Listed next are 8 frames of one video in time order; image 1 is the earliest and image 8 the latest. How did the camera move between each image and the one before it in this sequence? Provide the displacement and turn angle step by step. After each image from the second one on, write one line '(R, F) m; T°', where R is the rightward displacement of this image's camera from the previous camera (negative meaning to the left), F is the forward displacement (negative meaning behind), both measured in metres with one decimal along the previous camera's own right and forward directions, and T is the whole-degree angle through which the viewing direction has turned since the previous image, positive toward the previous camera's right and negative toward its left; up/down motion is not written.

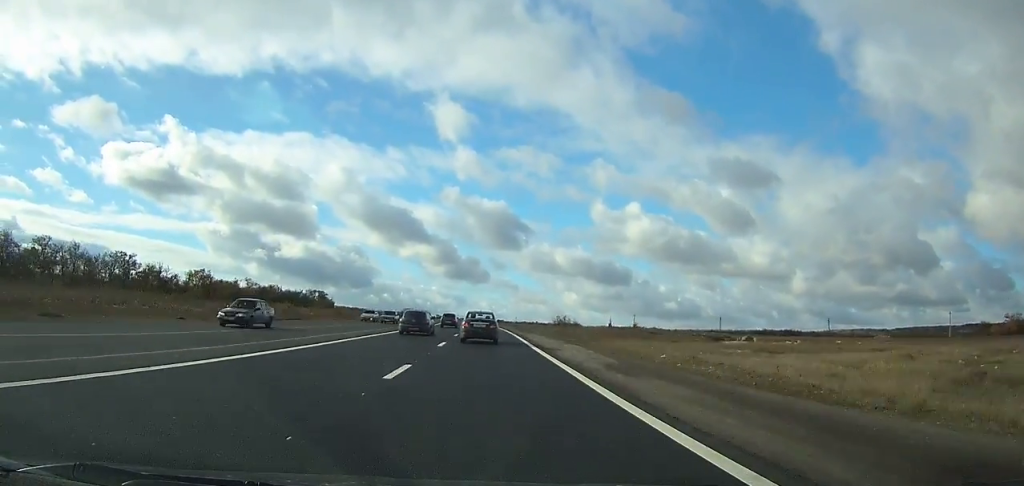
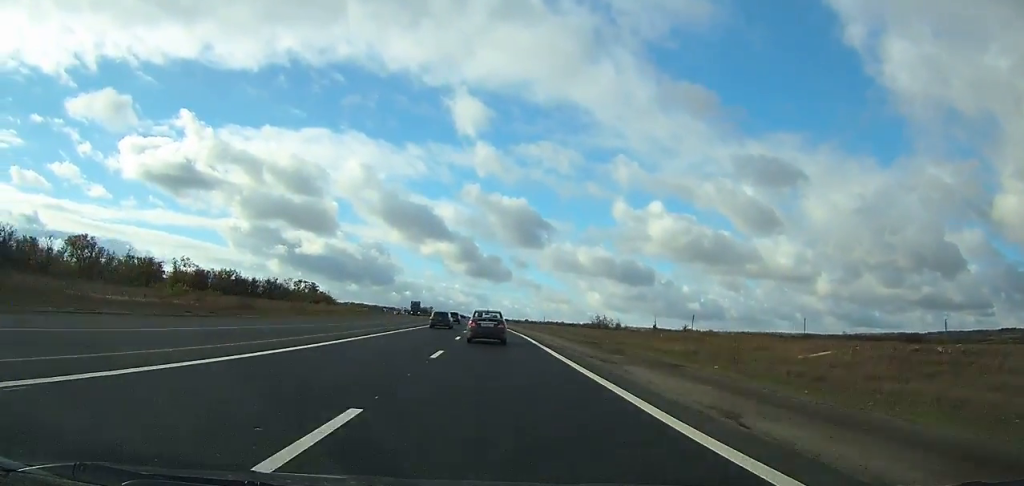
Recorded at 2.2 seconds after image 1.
(-0.9, +54.6) m; -2°
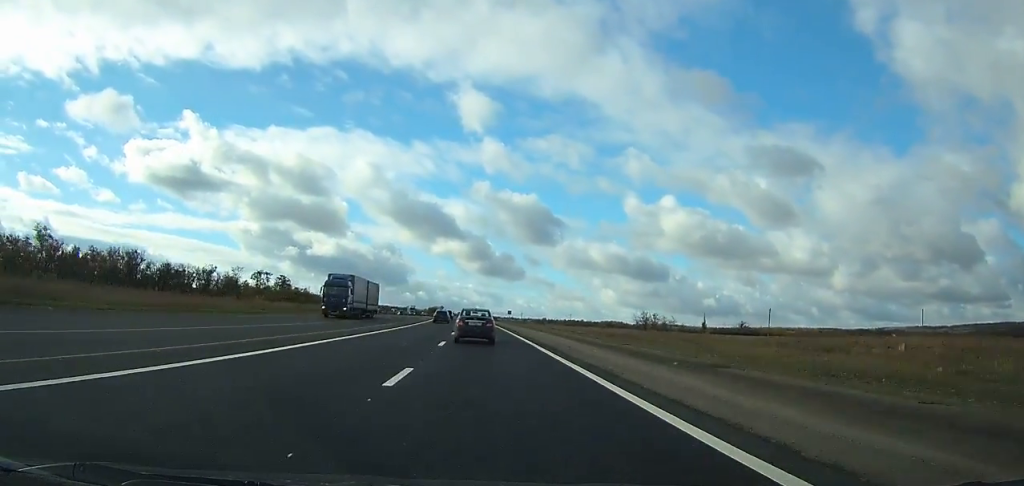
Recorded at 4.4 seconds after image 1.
(-0.8, +54.5) m; -2°
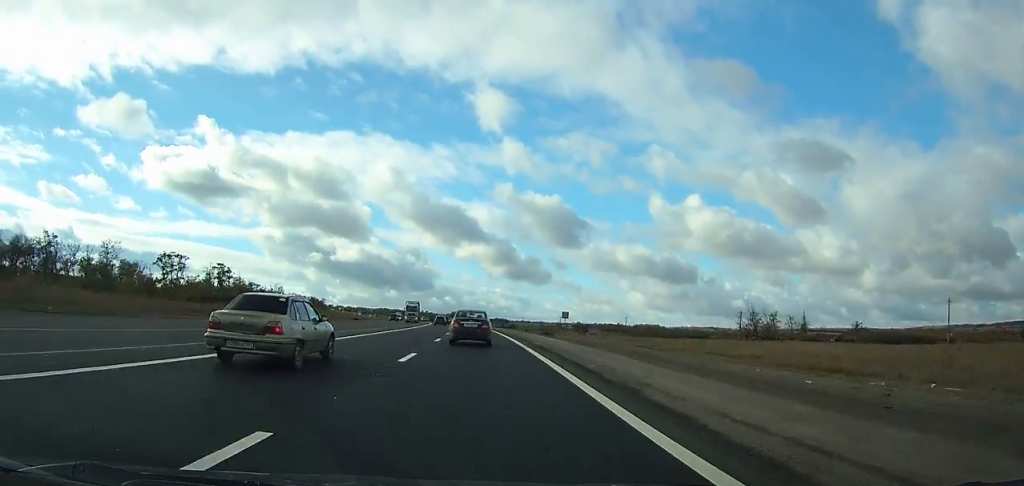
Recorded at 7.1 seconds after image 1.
(-1.2, +67.0) m; -3°
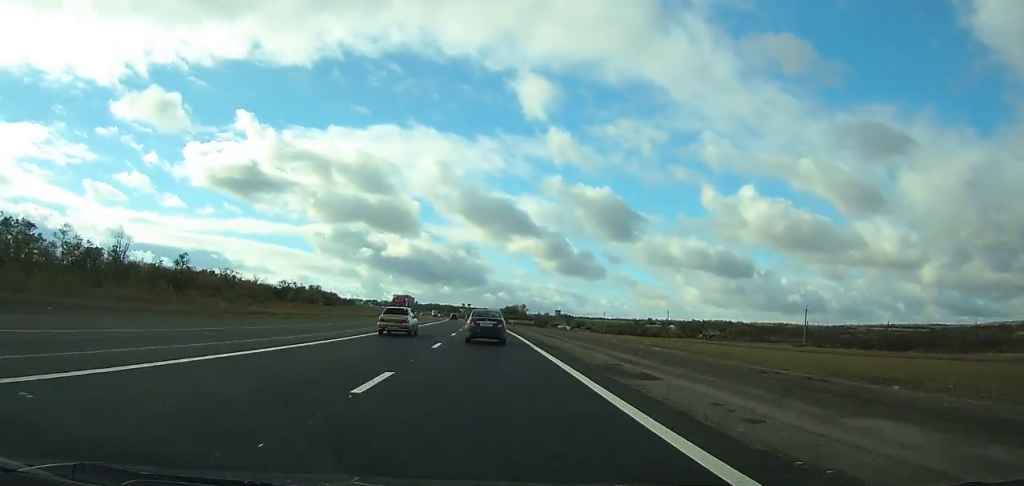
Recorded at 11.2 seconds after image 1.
(-5.0, +102.1) m; -5°
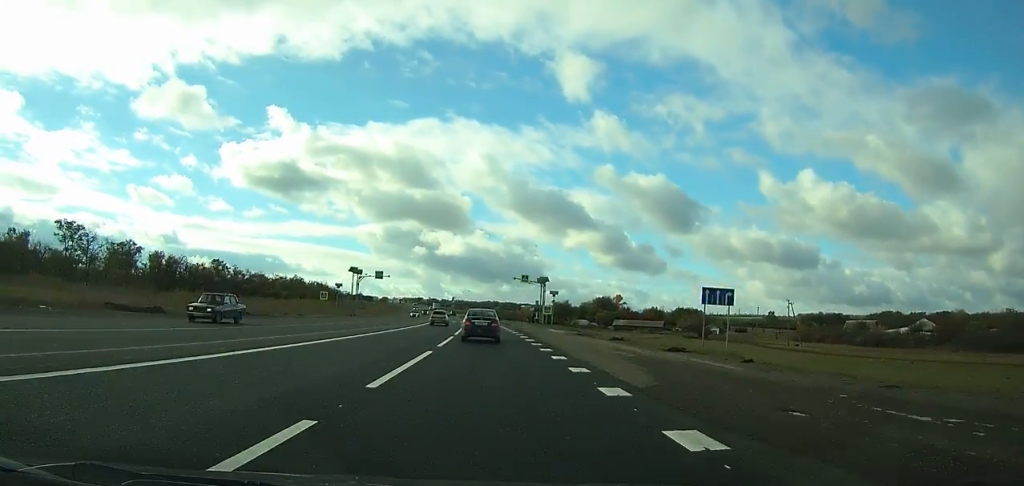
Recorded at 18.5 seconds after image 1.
(-10.7, +183.6) m; -7°
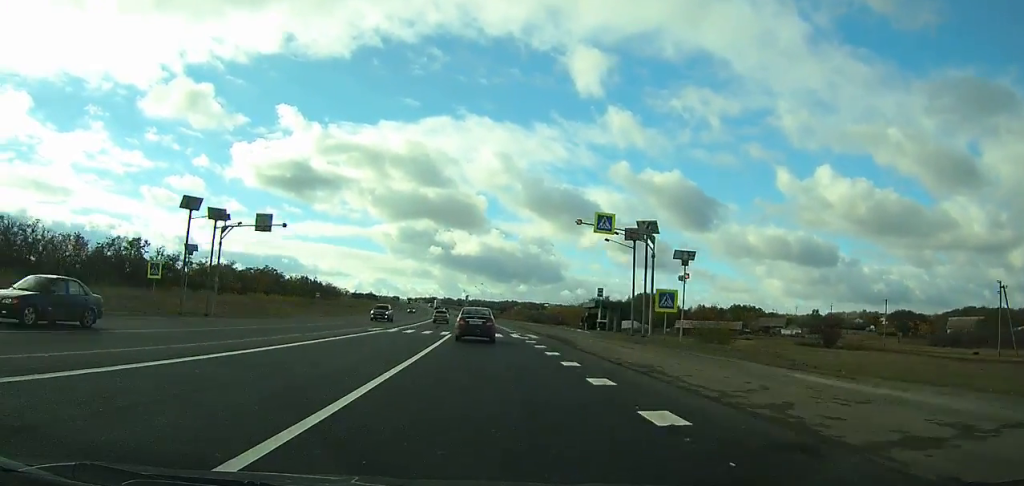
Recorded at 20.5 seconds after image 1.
(-1.2, +50.3) m; -2°
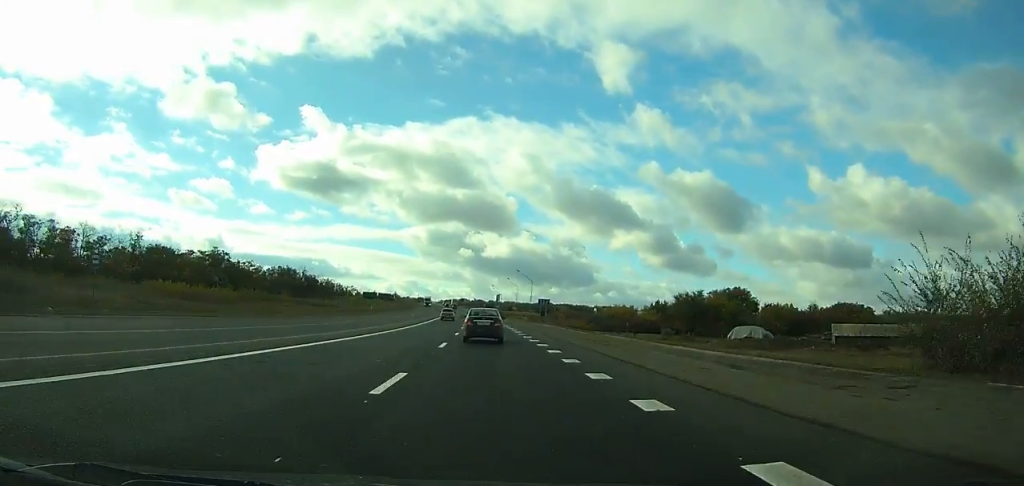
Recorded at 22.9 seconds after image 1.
(-1.4, +60.1) m; -2°
